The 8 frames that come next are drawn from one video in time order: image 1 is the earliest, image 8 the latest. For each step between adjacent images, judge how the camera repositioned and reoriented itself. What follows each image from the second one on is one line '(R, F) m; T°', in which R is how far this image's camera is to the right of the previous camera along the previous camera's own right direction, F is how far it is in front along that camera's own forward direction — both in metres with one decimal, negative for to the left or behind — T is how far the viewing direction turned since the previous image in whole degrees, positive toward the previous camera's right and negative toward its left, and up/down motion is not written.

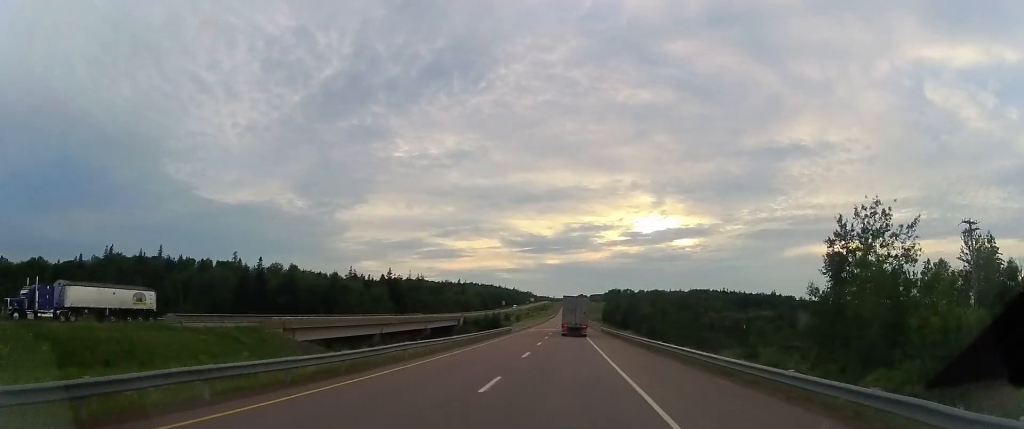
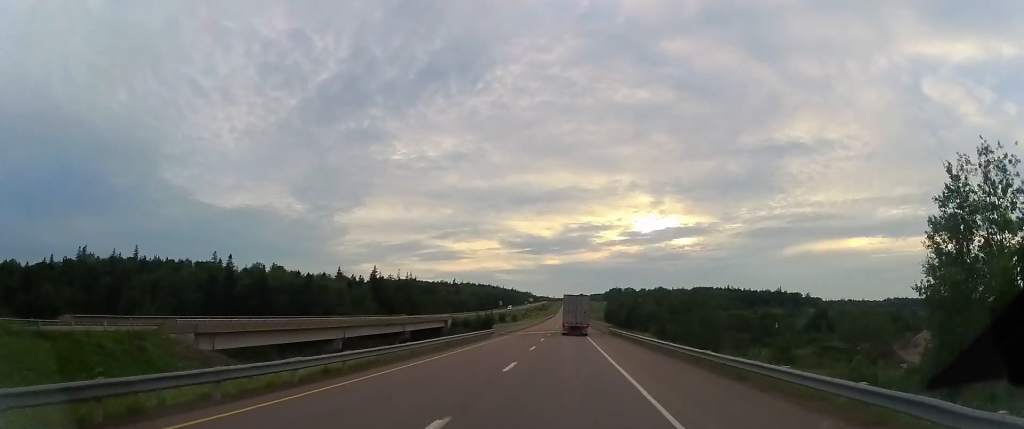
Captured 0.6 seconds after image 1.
(-0.1, +18.3) m; +1°
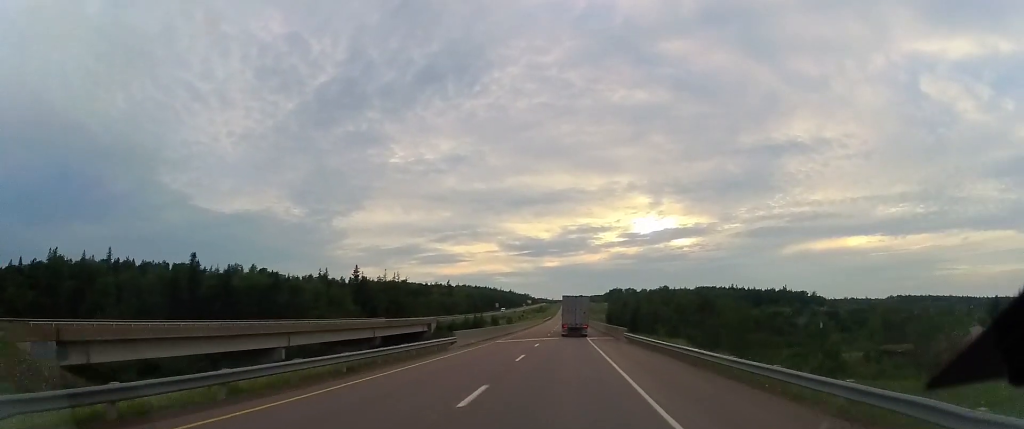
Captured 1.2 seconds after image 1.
(+0.3, +18.3) m; 0°
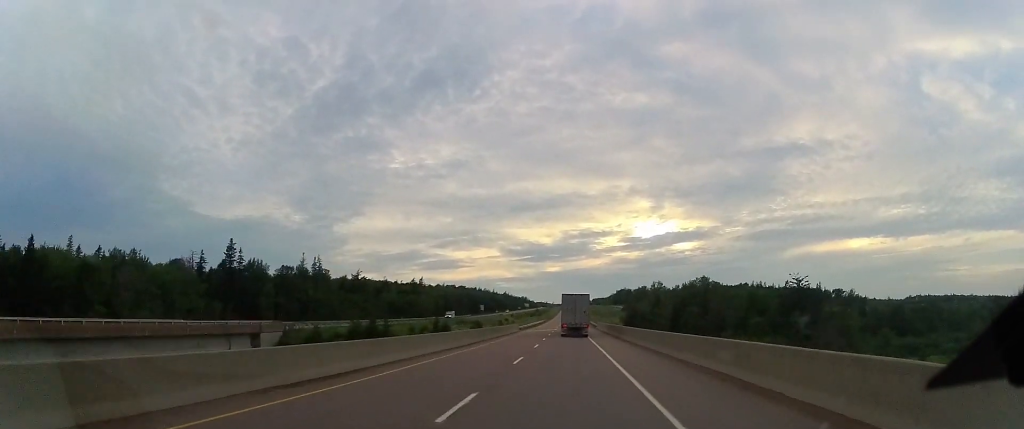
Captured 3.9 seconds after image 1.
(-0.5, +83.6) m; -1°
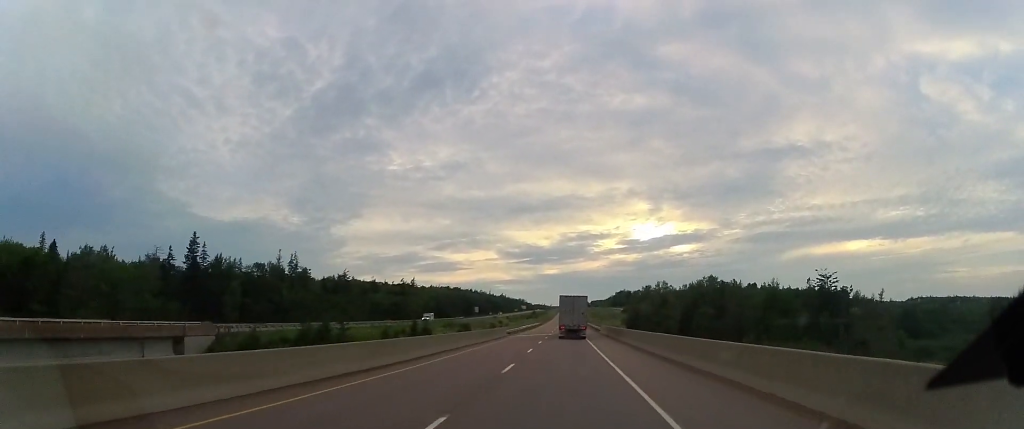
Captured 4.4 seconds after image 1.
(-0.2, +14.6) m; 0°
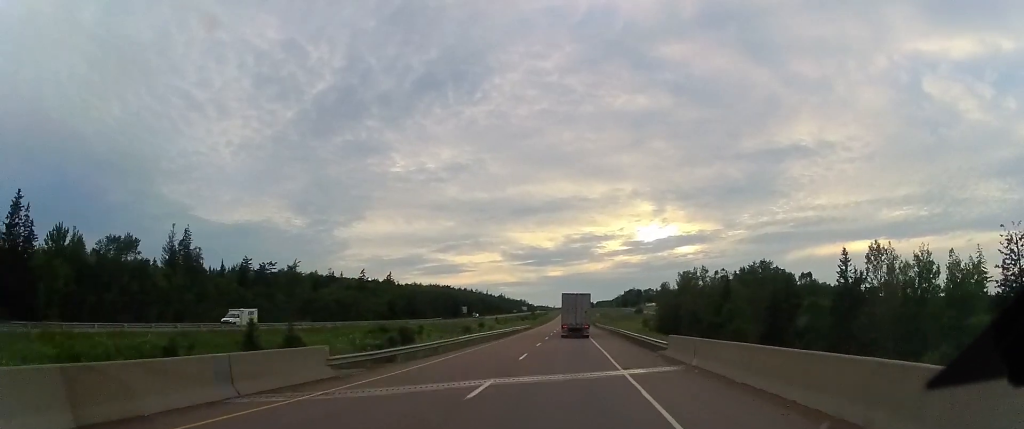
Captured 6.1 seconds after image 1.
(+0.7, +52.8) m; +1°
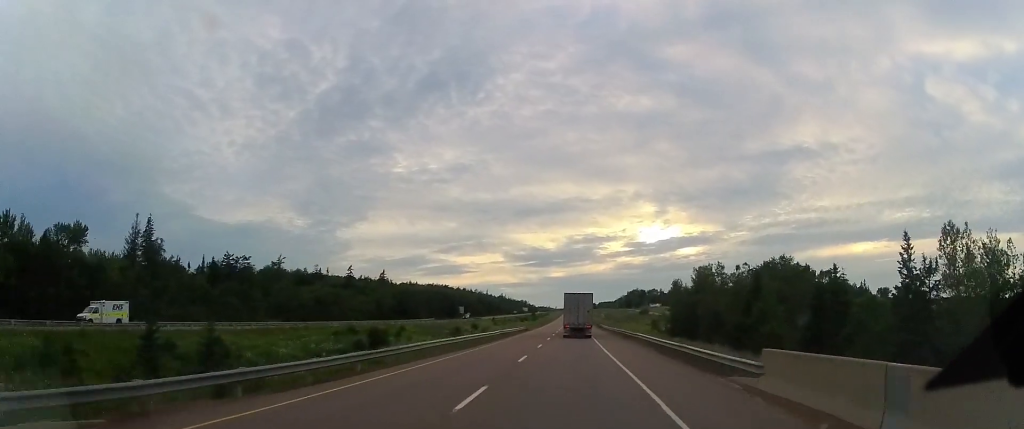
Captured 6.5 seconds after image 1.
(+0.1, +13.4) m; 0°
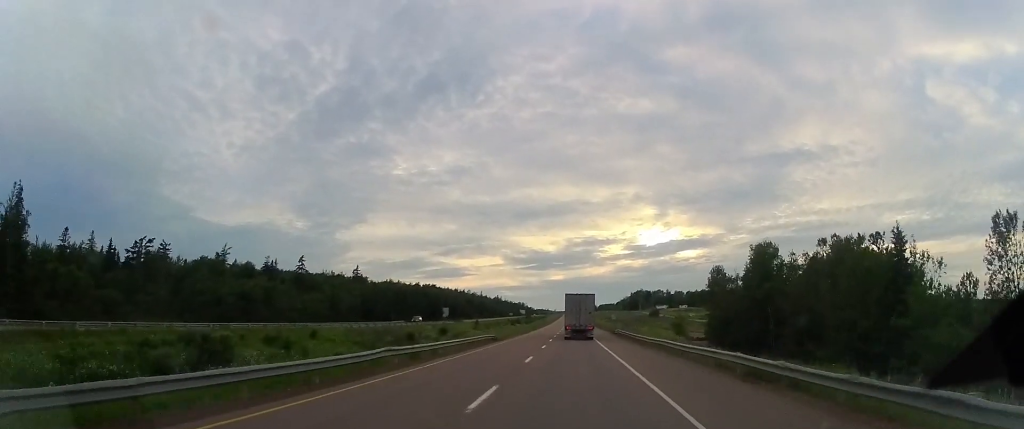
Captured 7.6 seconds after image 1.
(-0.5, +34.8) m; -1°
